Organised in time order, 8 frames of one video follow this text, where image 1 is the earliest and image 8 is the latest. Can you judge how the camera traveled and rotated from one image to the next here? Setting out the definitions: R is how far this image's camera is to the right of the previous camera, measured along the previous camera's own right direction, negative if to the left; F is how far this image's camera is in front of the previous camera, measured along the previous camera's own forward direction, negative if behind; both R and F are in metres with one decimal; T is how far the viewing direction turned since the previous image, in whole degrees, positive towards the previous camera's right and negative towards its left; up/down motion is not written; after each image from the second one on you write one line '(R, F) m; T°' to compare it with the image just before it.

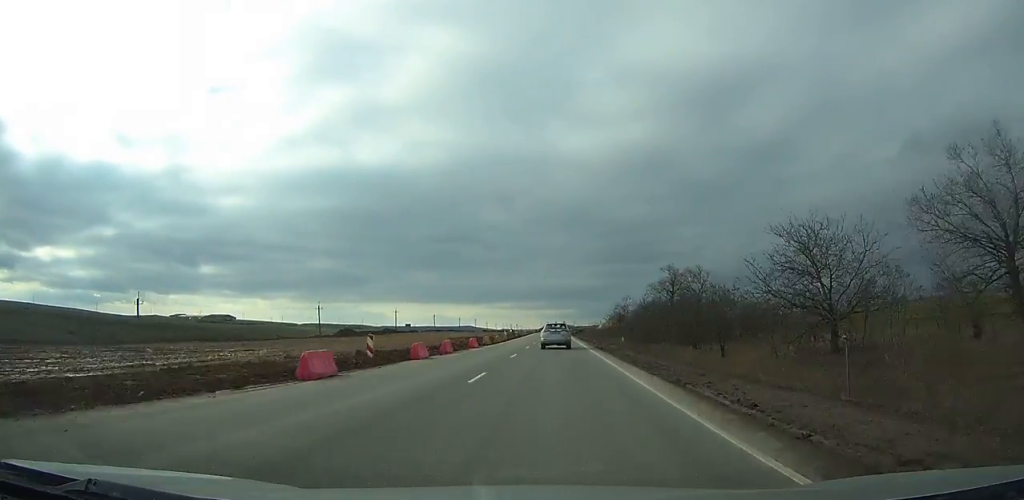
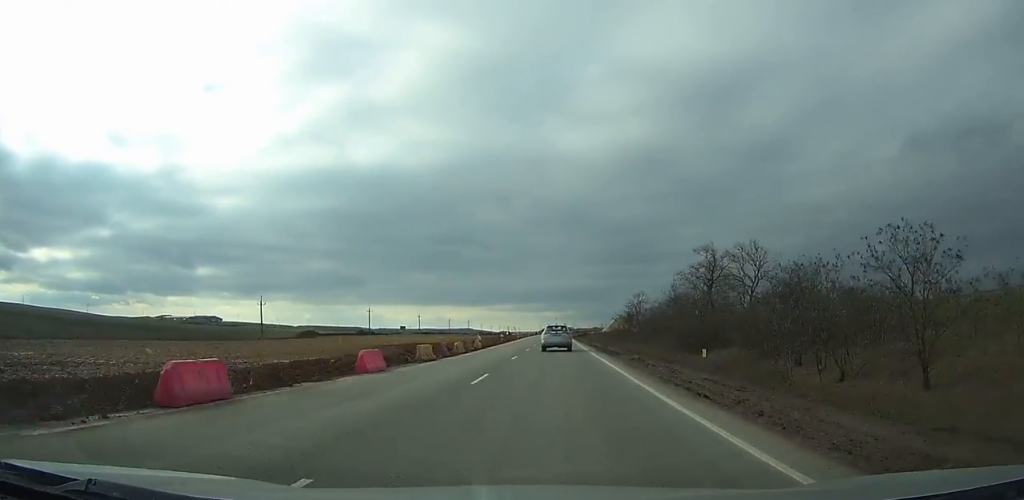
(0.0, +23.7) m; 0°
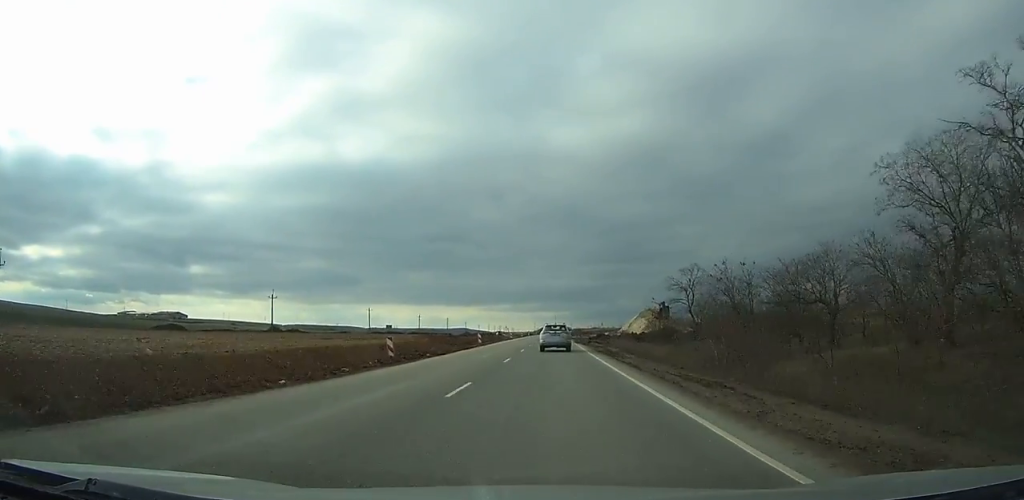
(0.0, +50.6) m; 0°
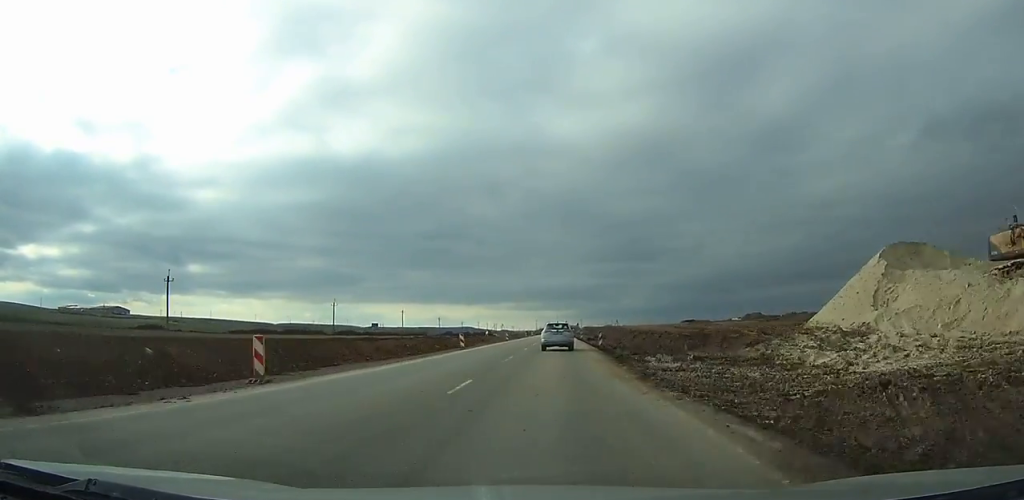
(-0.1, +82.8) m; 0°
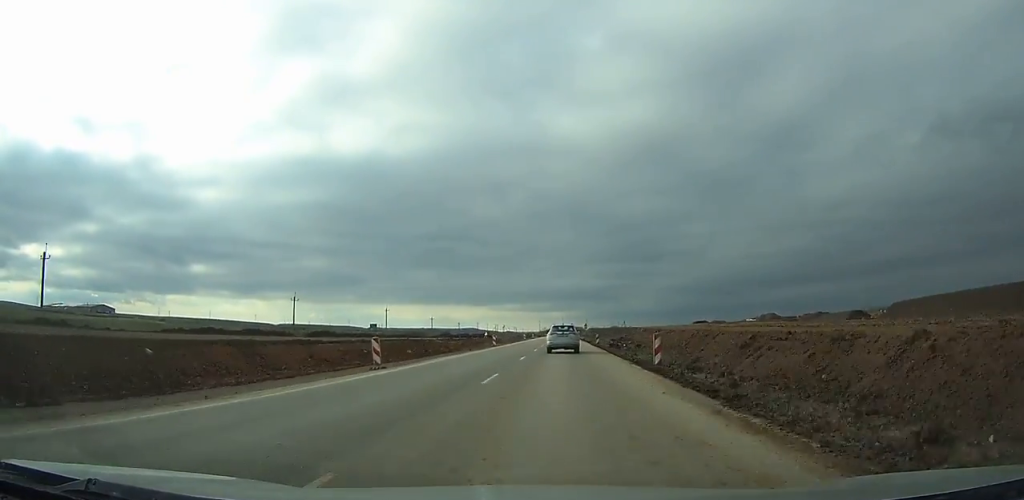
(0.0, +21.1) m; 0°
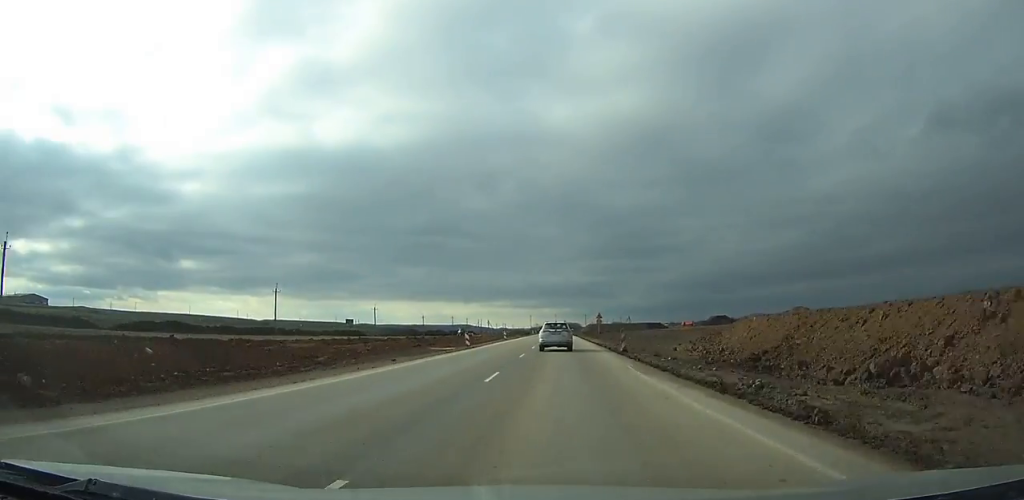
(+0.2, +59.3) m; 0°
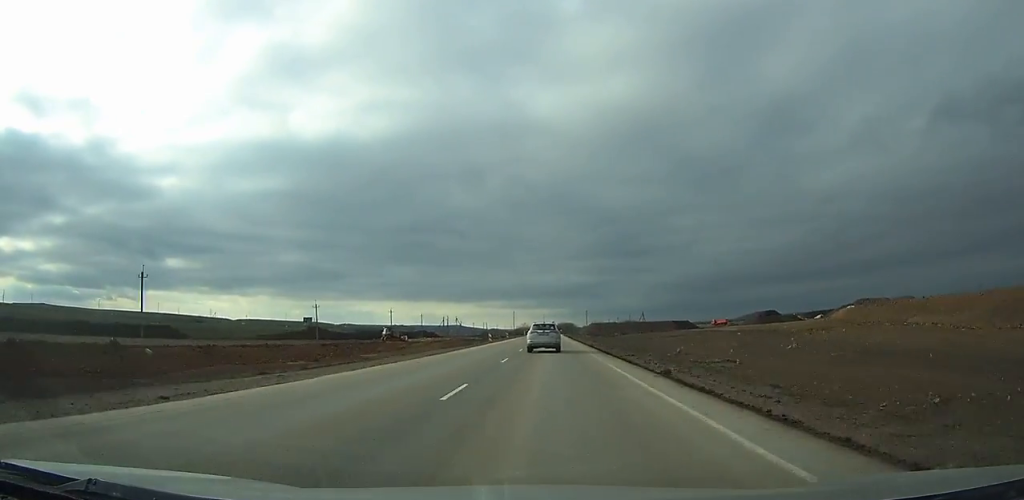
(-0.2, +86.6) m; 0°
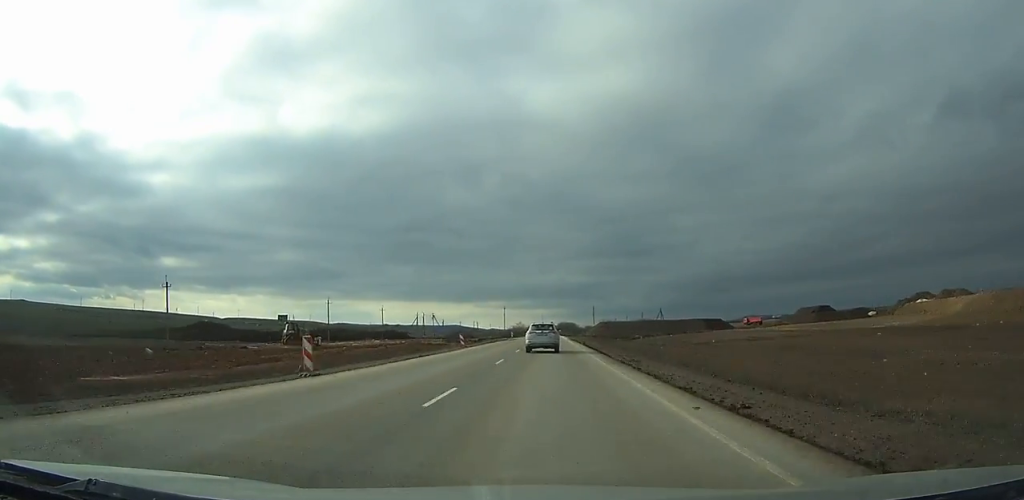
(0.0, +48.1) m; 0°
